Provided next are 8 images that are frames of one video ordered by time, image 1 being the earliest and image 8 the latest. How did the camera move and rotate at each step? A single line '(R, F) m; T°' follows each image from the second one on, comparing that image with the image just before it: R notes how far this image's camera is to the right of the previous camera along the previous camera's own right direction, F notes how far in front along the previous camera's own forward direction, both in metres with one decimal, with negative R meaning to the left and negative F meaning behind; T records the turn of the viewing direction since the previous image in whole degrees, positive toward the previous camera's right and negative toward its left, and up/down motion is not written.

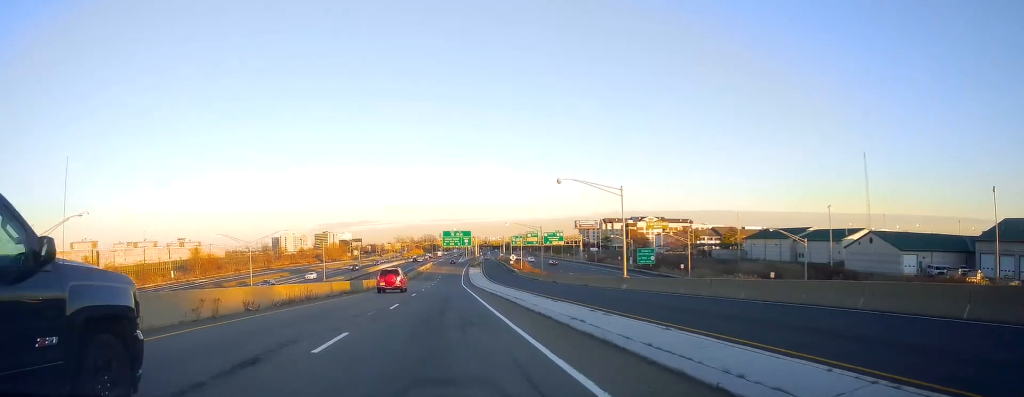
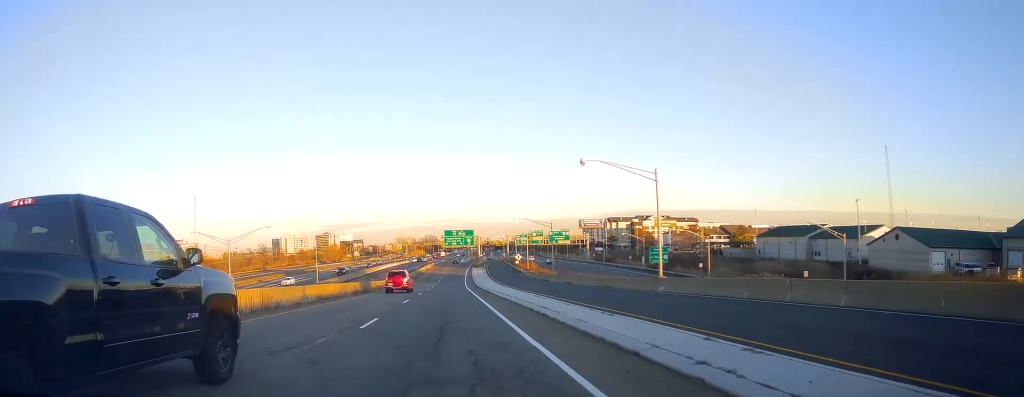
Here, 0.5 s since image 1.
(+0.1, +7.1) m; +1°
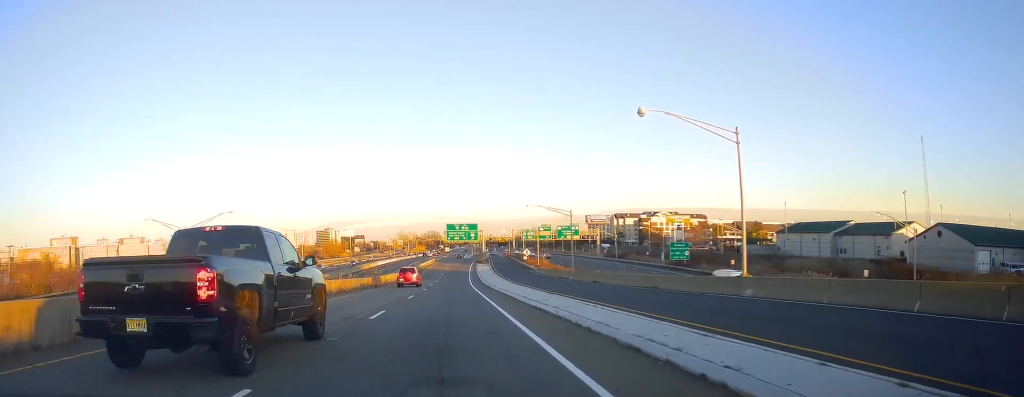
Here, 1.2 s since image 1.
(+0.3, +10.9) m; +2°
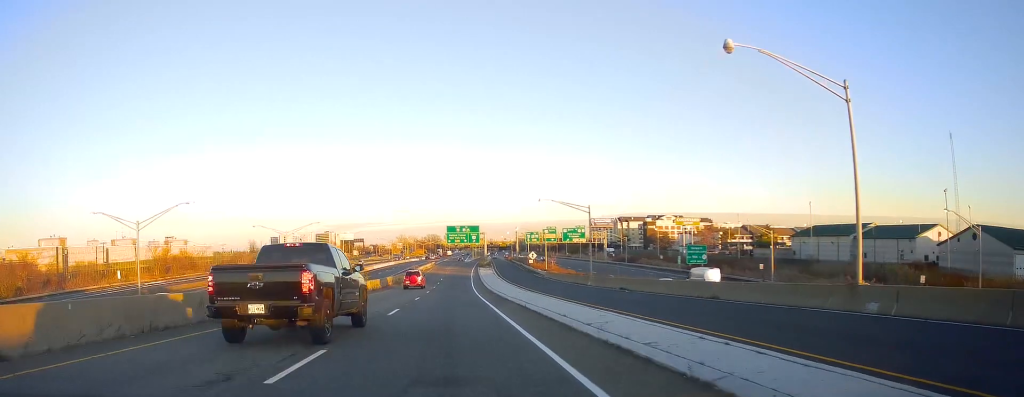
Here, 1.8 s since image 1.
(0.0, +8.1) m; 0°
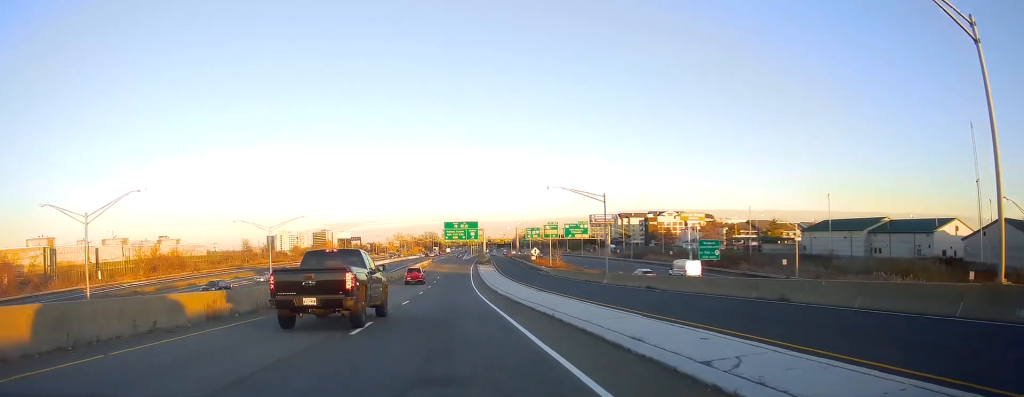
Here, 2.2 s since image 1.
(0.0, +6.9) m; 0°
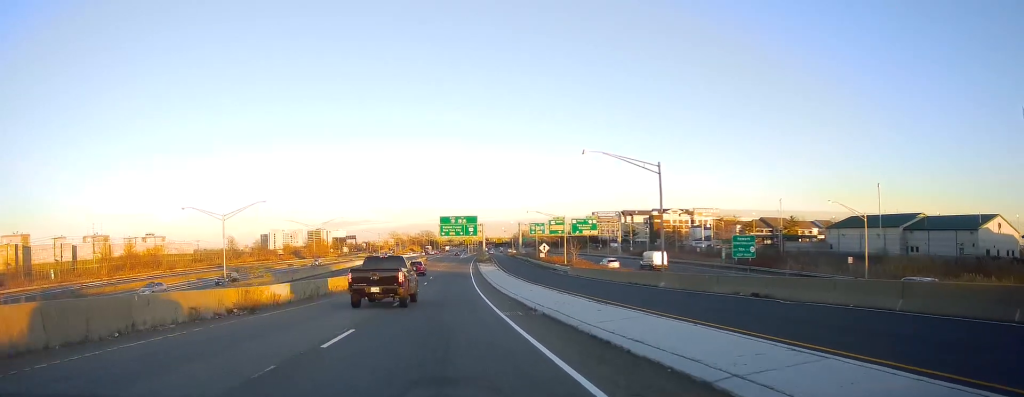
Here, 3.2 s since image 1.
(0.0, +14.1) m; 0°
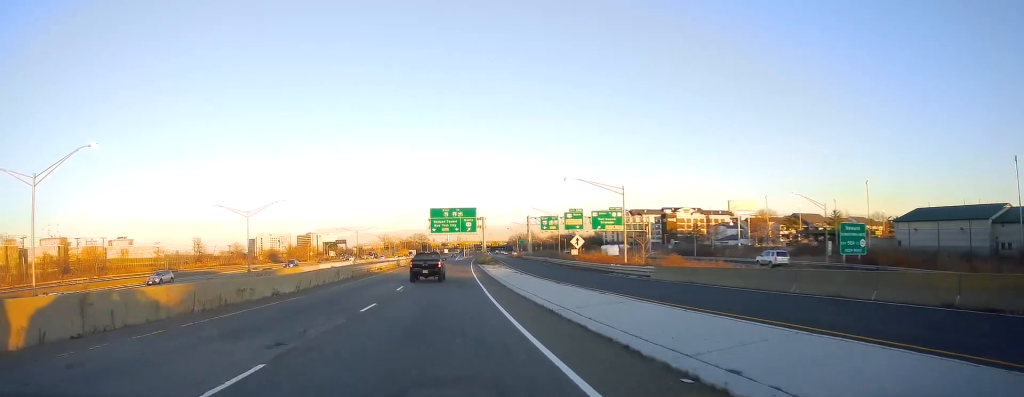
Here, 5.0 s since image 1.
(0.0, +29.6) m; 0°
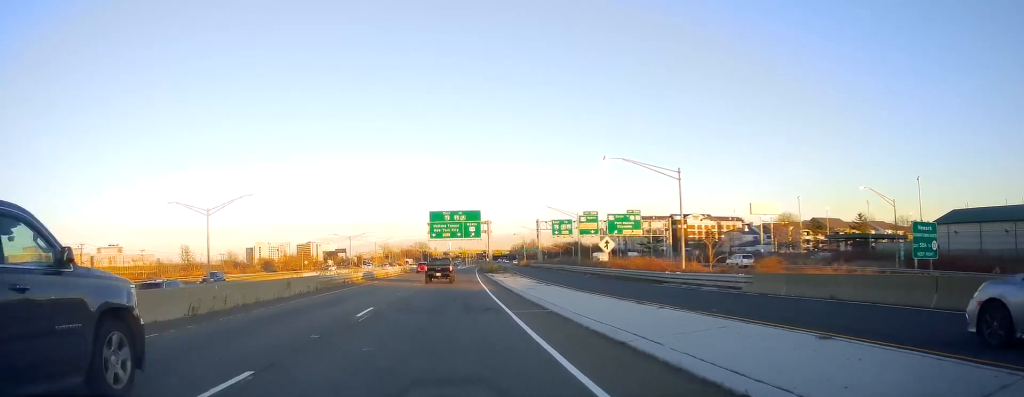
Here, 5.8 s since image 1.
(0.0, +12.1) m; 0°
